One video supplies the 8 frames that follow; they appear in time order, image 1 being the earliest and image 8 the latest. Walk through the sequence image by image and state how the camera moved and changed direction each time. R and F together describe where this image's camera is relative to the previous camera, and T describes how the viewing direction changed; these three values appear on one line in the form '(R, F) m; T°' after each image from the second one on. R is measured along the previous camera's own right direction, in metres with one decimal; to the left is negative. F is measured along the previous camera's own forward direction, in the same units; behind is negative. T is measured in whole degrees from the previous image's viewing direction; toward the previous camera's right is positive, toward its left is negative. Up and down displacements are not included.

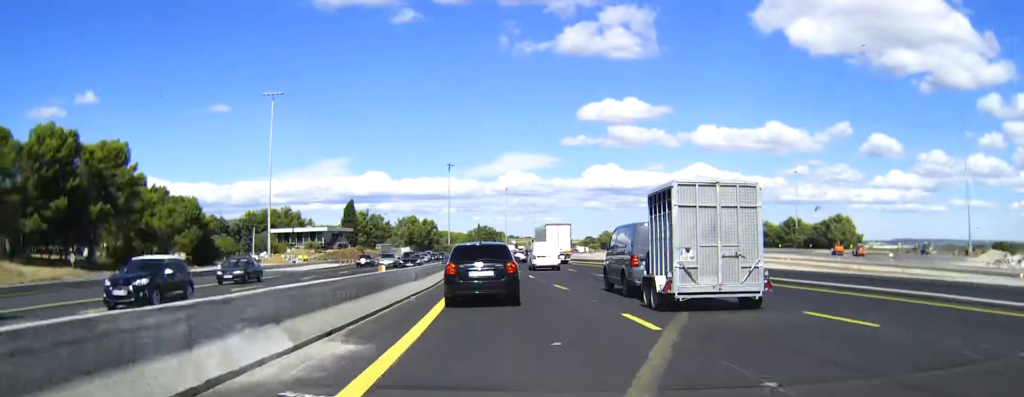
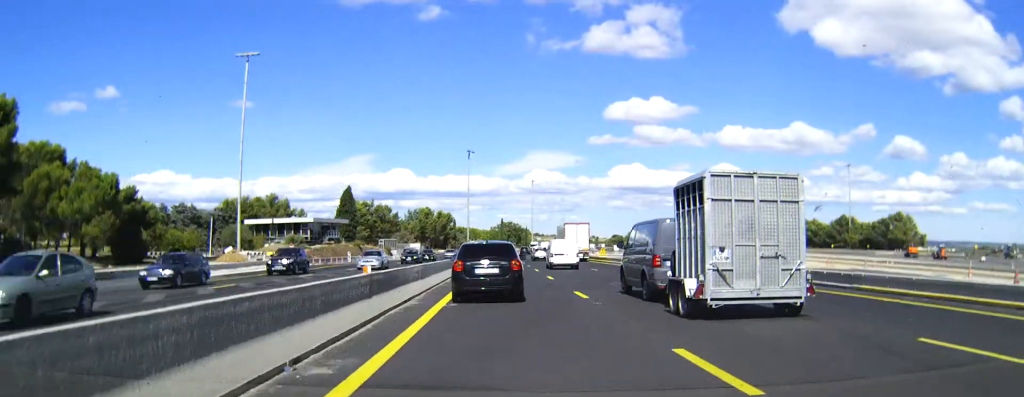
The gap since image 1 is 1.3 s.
(-0.8, +29.6) m; -2°
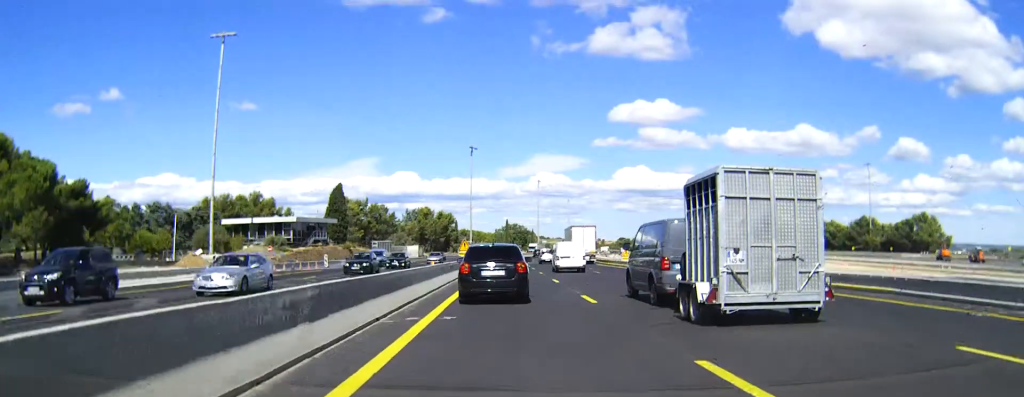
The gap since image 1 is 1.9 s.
(-0.1, +13.6) m; 0°
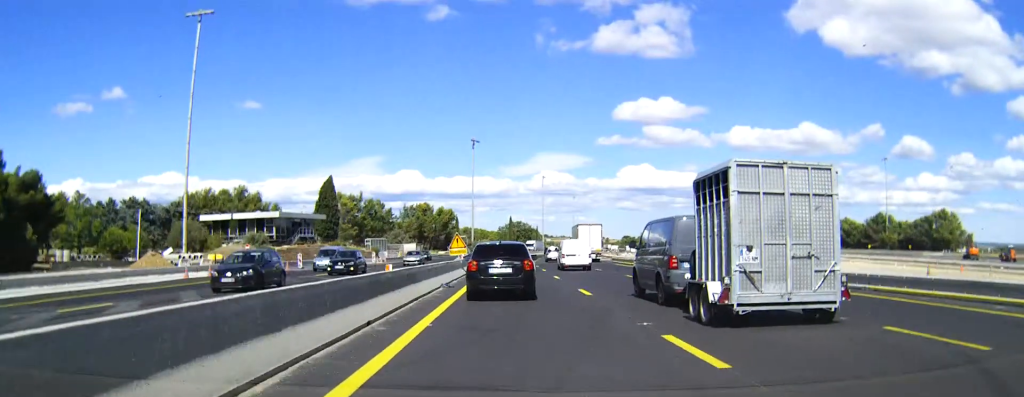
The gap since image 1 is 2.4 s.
(0.0, +10.6) m; 0°
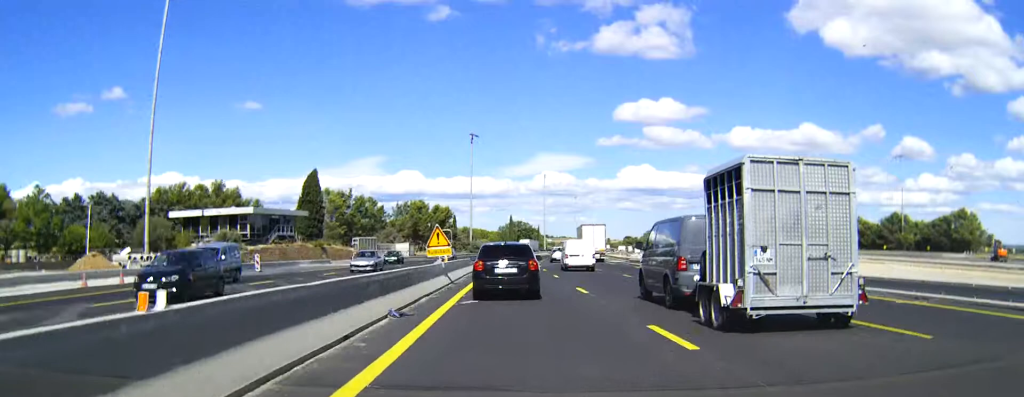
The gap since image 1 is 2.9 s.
(0.0, +11.3) m; 0°
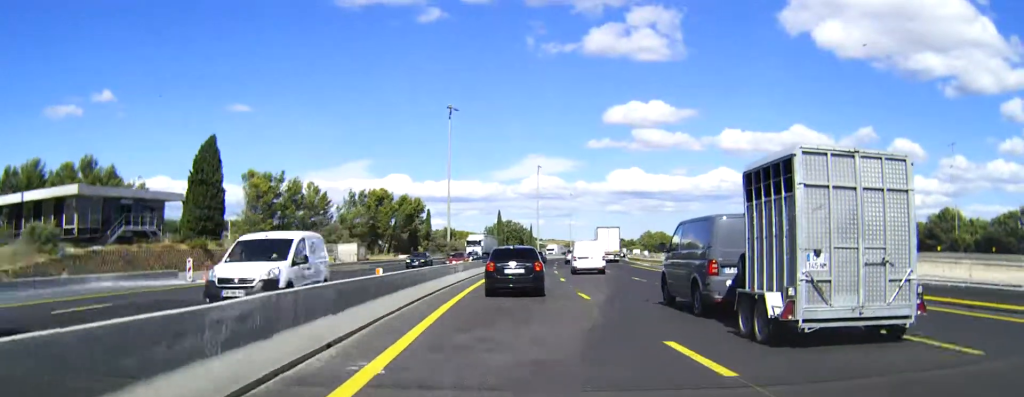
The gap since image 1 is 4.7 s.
(-0.1, +40.5) m; 0°
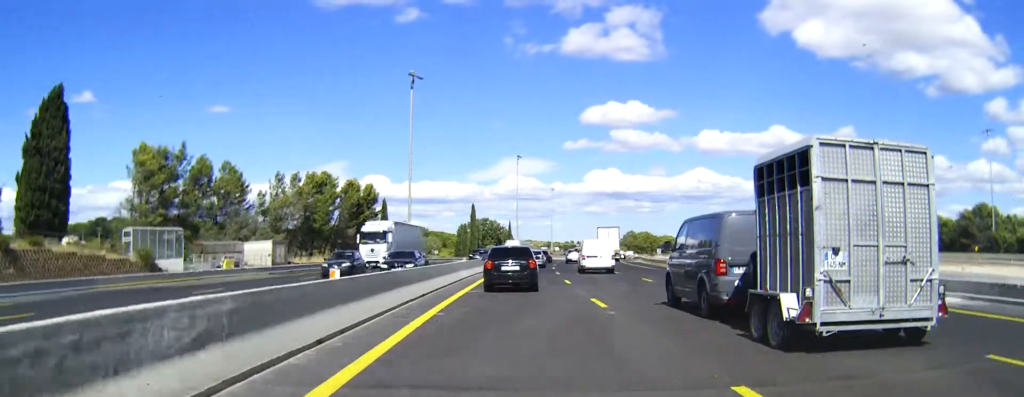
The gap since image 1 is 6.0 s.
(+0.6, +29.4) m; +2°
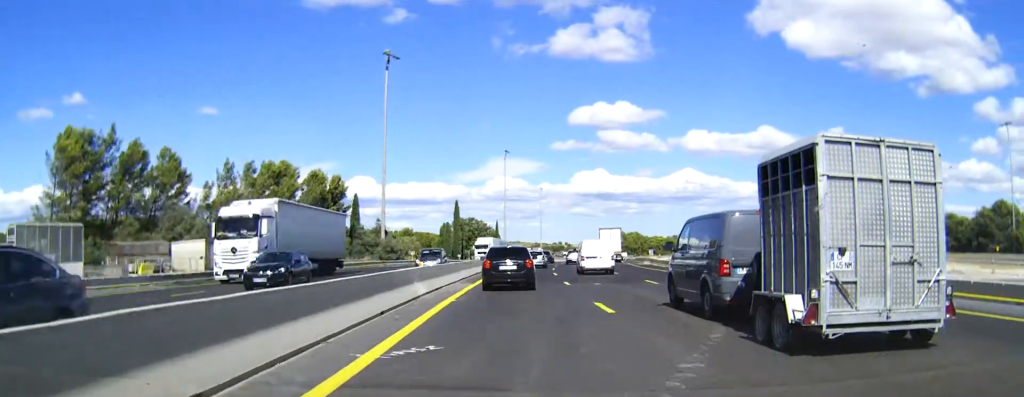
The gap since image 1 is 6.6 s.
(+0.1, +14.4) m; +1°
